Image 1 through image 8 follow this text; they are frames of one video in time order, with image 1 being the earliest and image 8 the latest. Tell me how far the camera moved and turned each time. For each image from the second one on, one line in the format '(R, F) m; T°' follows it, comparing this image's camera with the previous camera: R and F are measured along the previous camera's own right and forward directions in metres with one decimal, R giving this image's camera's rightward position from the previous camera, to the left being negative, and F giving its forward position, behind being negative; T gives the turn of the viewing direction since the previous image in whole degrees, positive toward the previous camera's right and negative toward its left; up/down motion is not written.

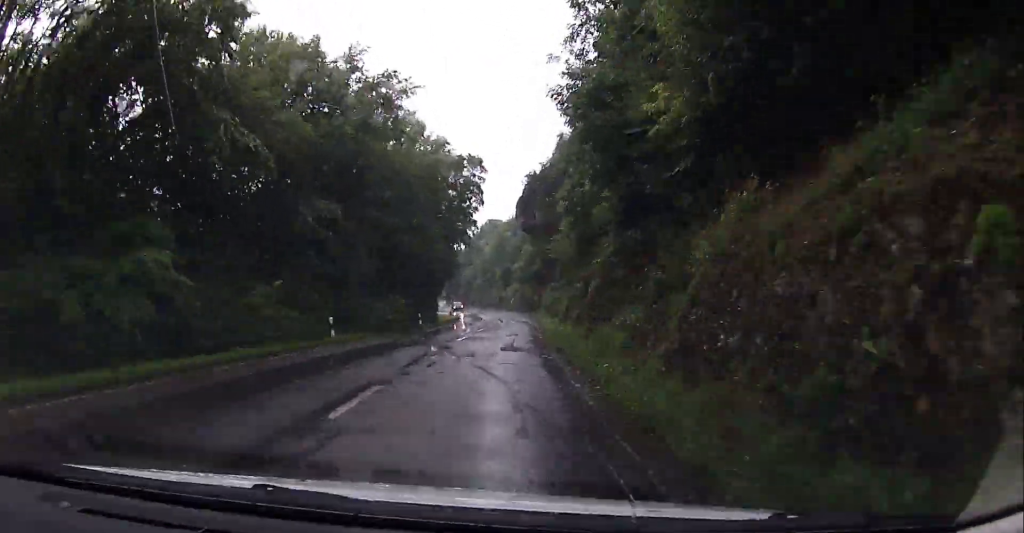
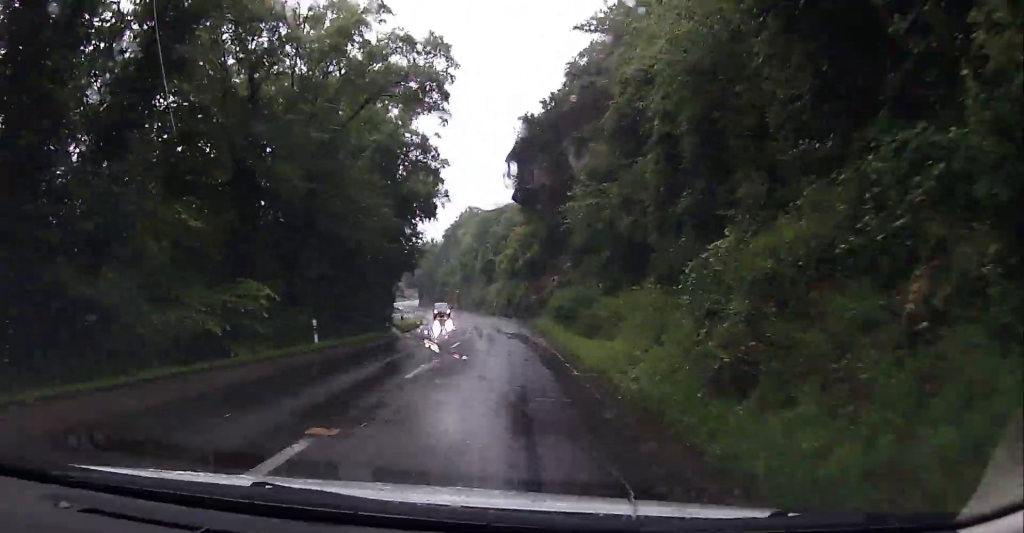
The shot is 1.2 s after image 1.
(+0.1, +21.4) m; 0°
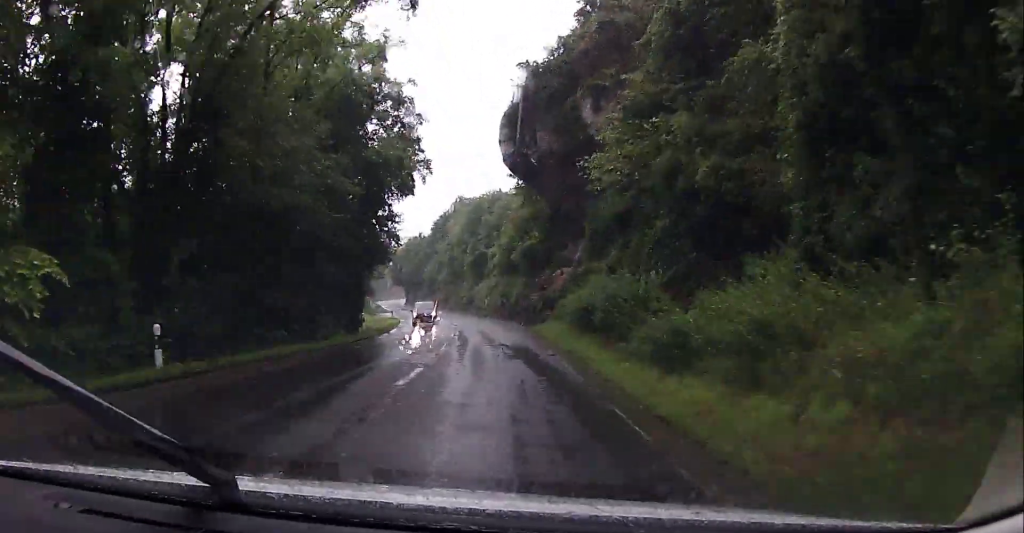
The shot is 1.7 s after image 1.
(0.0, +9.9) m; 0°
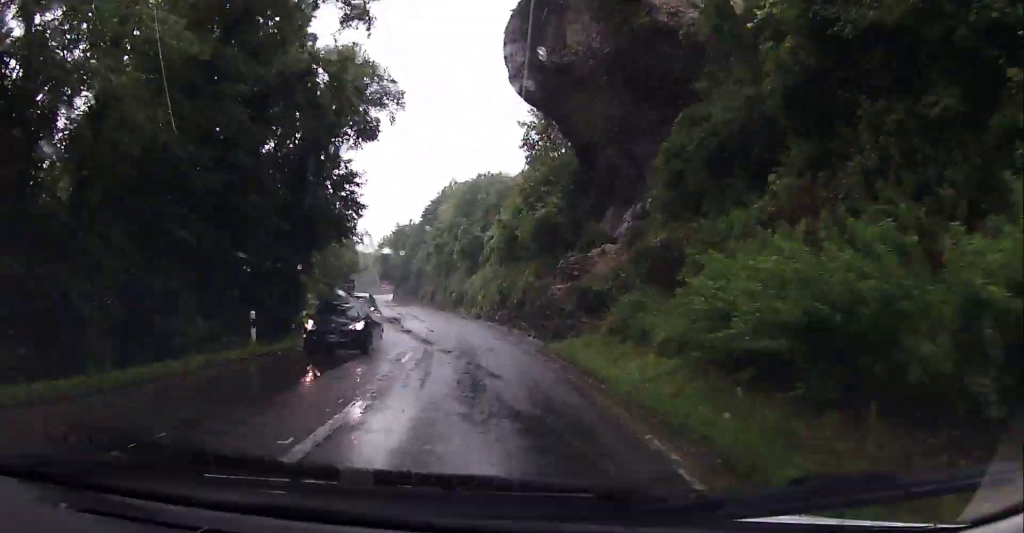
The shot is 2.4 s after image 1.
(0.0, +13.7) m; 0°
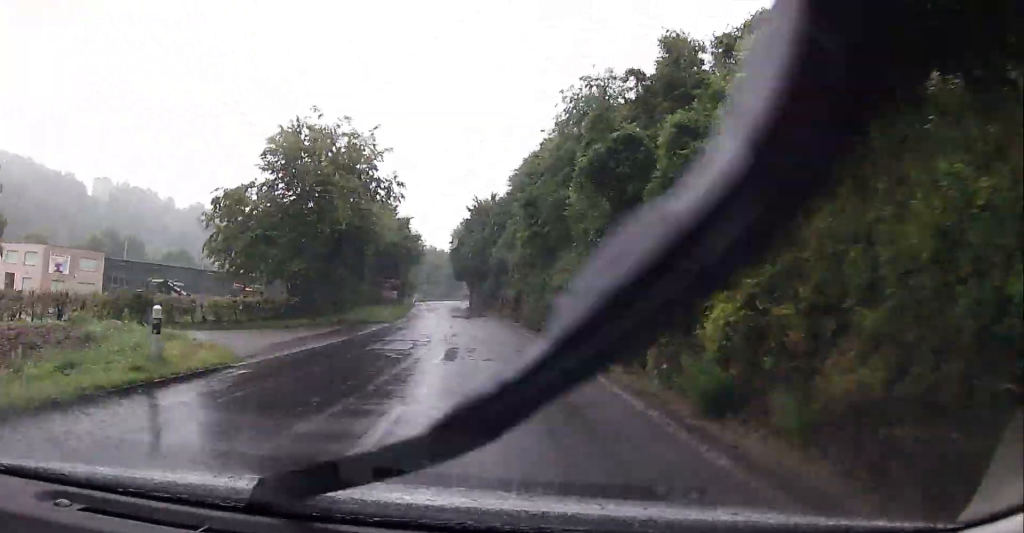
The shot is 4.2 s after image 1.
(-0.7, +34.5) m; -6°
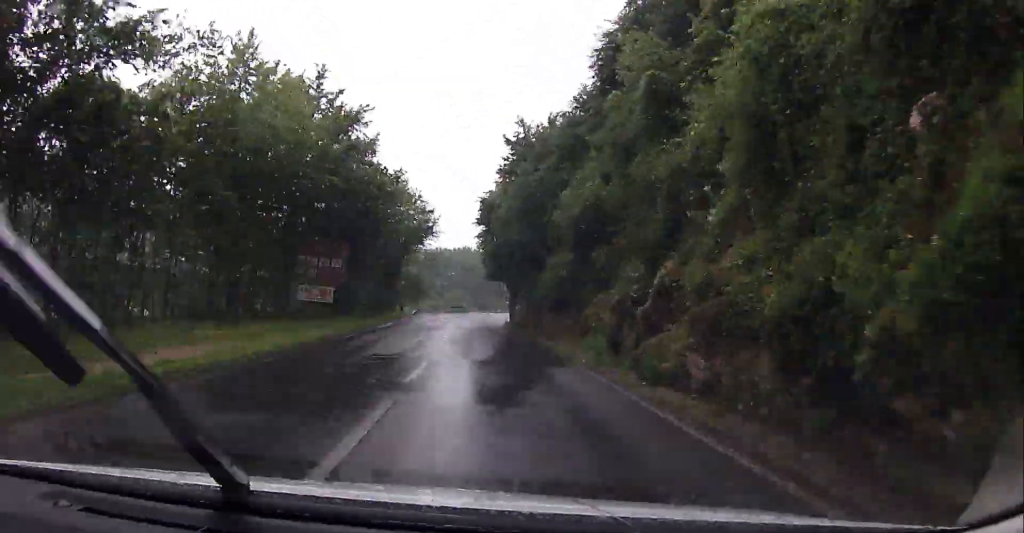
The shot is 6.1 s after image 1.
(-2.7, +36.7) m; -4°
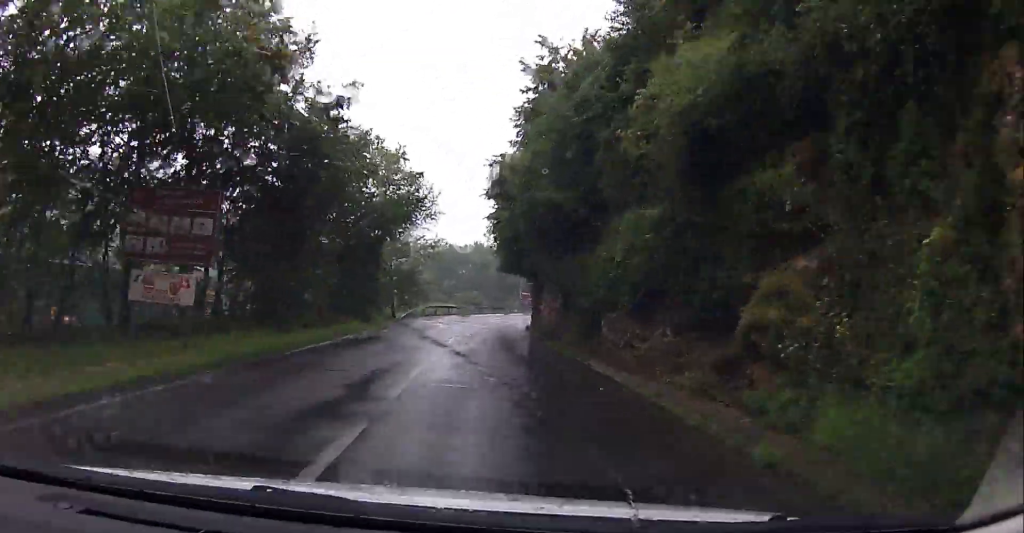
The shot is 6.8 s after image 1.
(0.0, +13.3) m; -1°
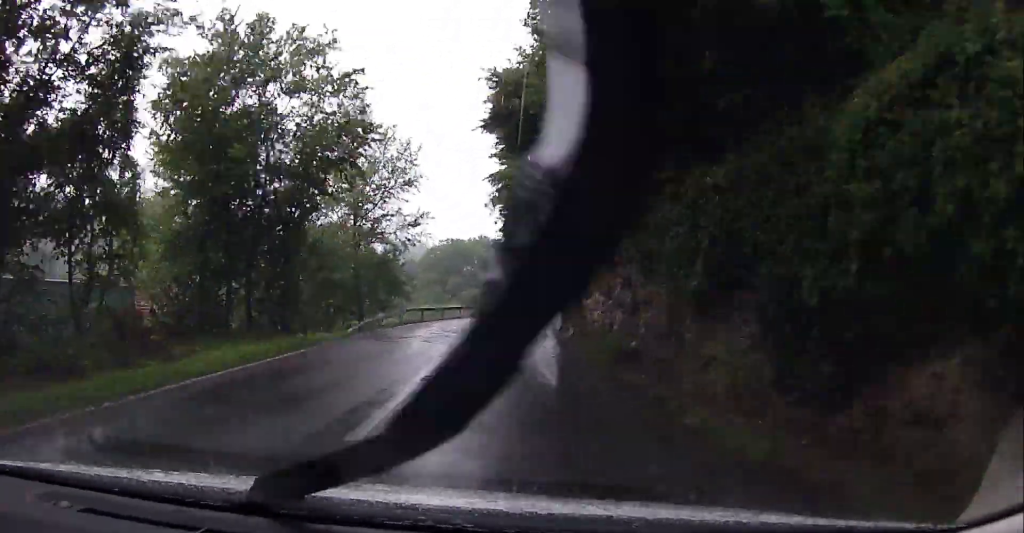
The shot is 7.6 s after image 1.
(-0.2, +15.1) m; 0°
